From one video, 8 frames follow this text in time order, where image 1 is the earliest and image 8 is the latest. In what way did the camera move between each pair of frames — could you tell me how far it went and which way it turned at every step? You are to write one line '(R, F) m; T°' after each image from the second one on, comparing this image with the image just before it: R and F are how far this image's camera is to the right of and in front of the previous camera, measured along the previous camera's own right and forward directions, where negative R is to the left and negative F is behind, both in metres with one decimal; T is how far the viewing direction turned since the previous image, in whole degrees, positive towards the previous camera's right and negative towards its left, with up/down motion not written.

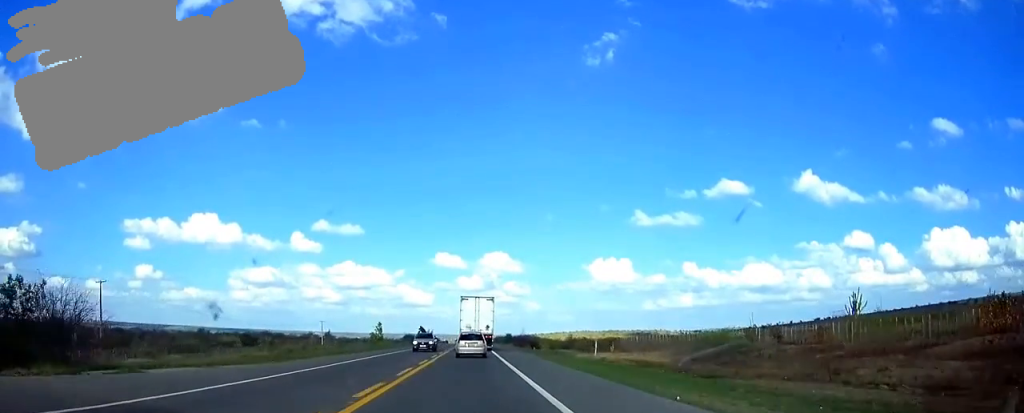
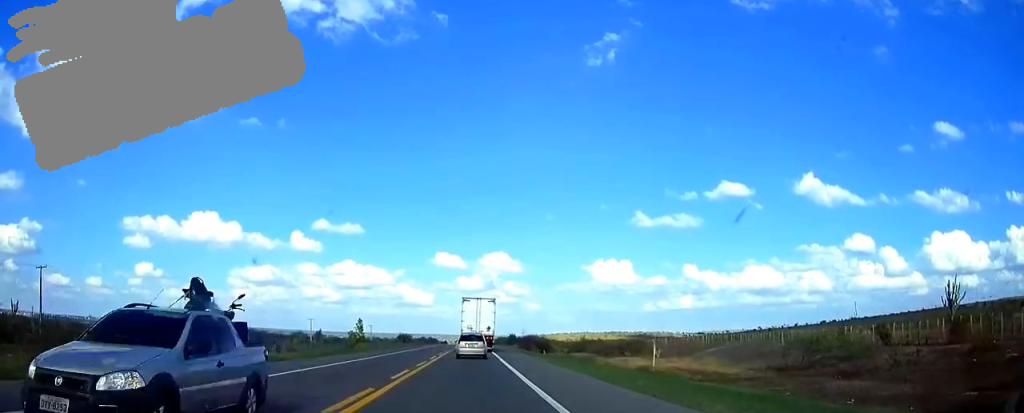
(-0.1, +18.2) m; 0°
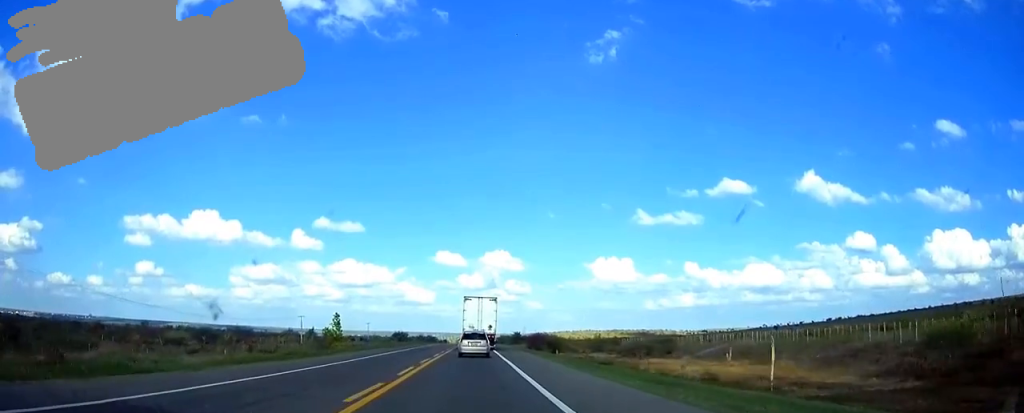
(0.0, +15.4) m; 0°
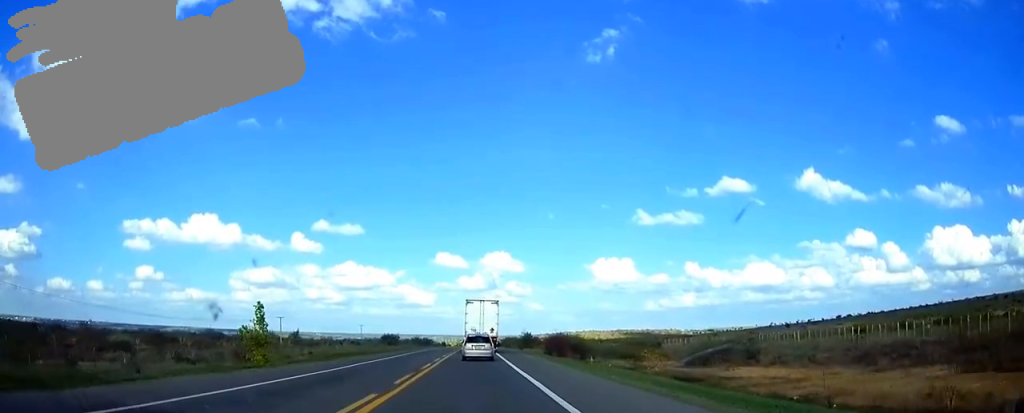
(0.0, +26.6) m; 0°
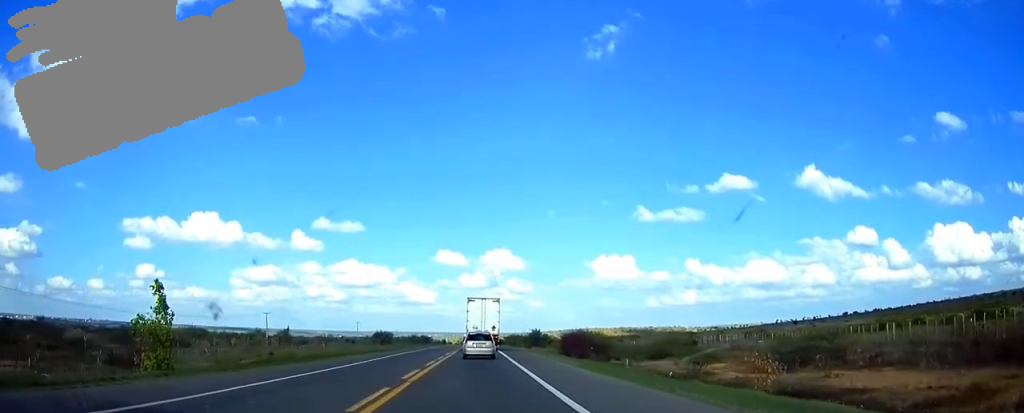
(-0.1, +15.4) m; 0°
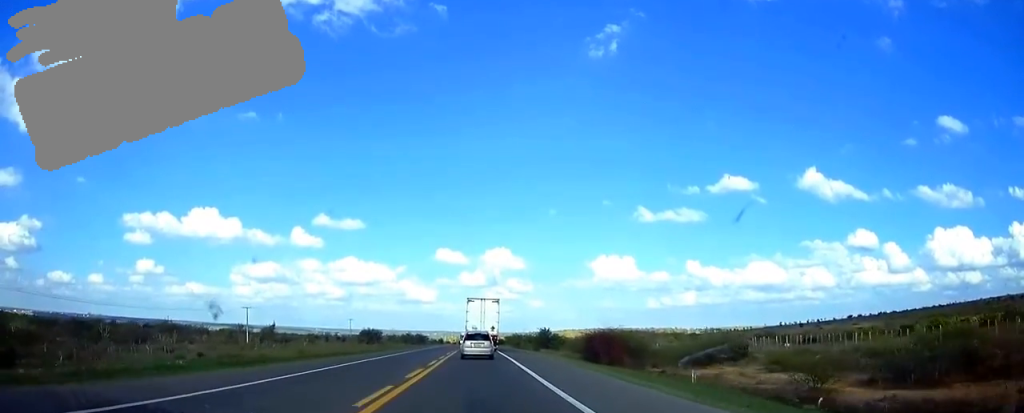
(+0.1, +16.1) m; 0°
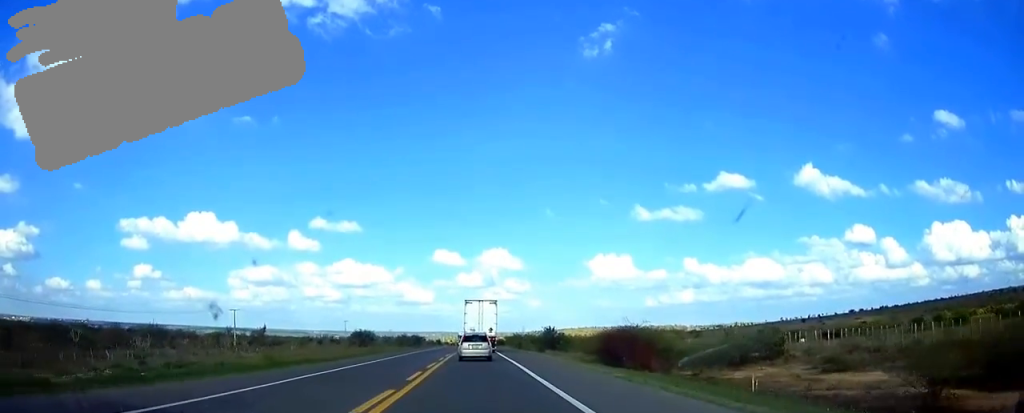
(0.0, +8.4) m; 0°
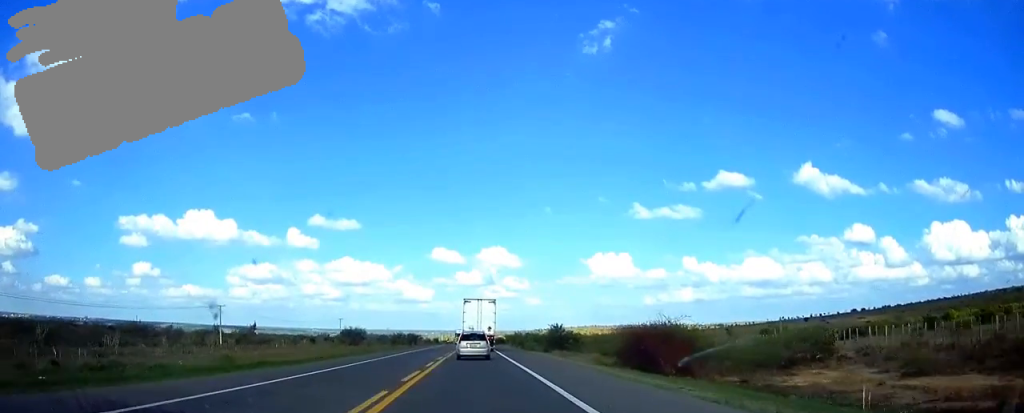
(0.0, +9.1) m; 0°
